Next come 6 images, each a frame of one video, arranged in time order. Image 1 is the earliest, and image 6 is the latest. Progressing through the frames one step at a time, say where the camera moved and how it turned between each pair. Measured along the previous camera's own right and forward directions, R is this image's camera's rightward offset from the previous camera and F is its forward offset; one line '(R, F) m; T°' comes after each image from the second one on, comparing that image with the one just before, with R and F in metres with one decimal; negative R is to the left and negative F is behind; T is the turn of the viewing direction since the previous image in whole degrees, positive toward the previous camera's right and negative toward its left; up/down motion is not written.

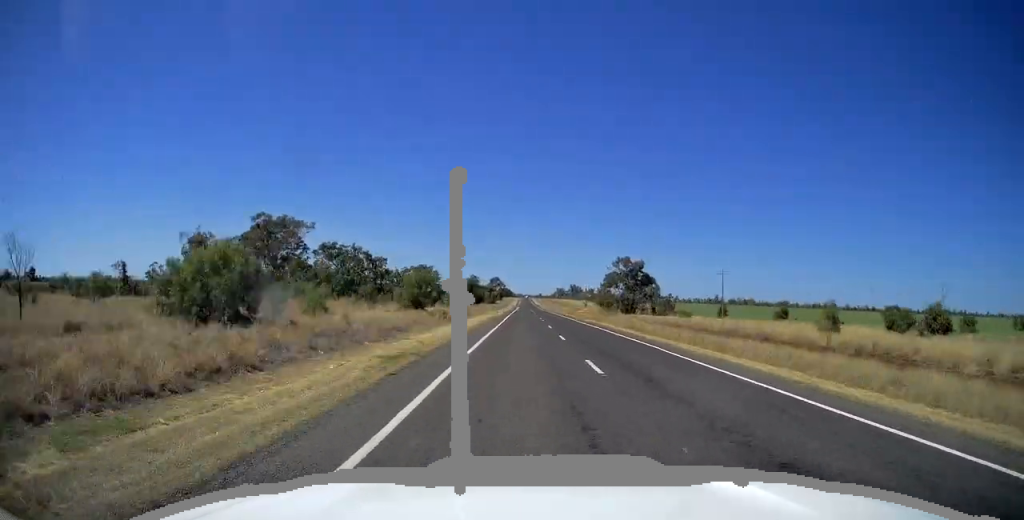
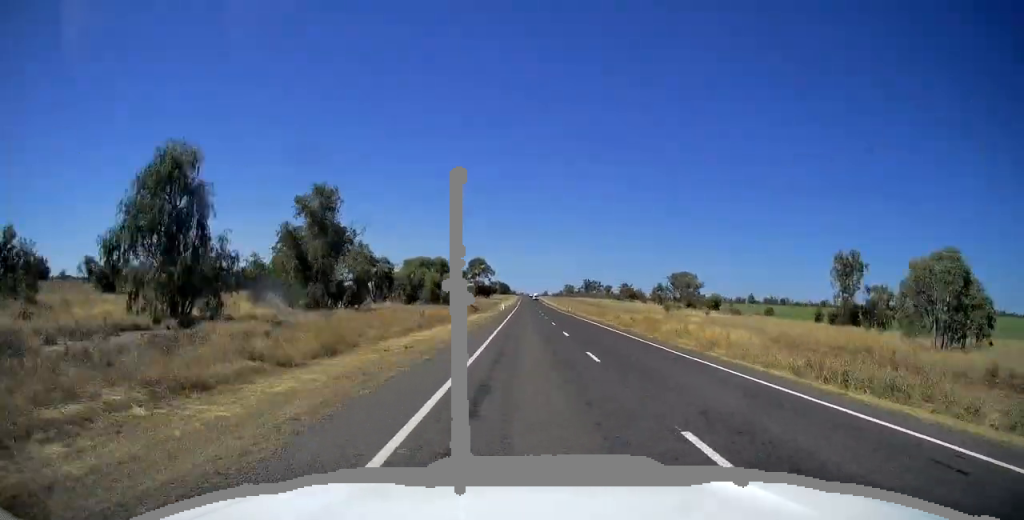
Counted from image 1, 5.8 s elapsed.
(-0.1, +162.2) m; 0°
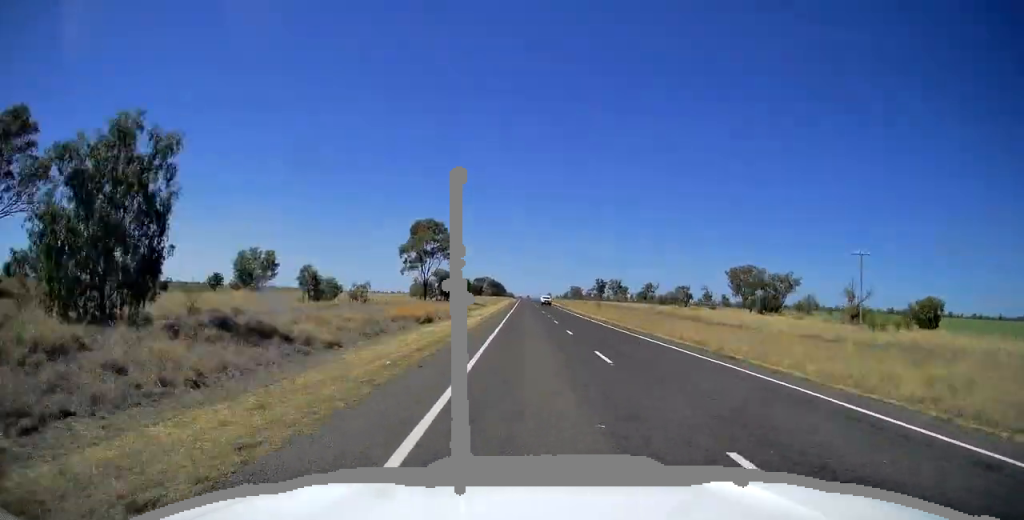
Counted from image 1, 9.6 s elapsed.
(0.0, +108.1) m; 0°
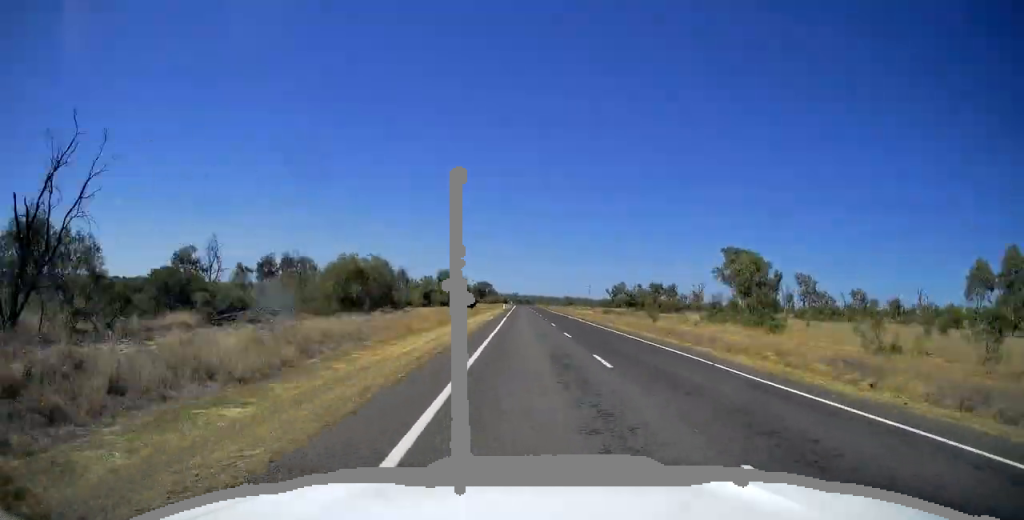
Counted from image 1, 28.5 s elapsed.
(+0.7, +532.1) m; 0°
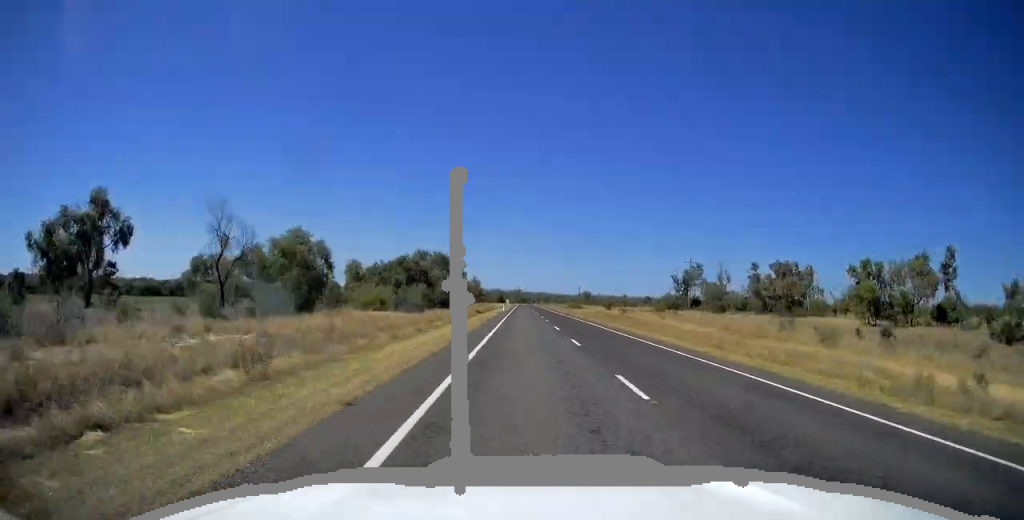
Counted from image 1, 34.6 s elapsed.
(+0.2, +171.6) m; 0°
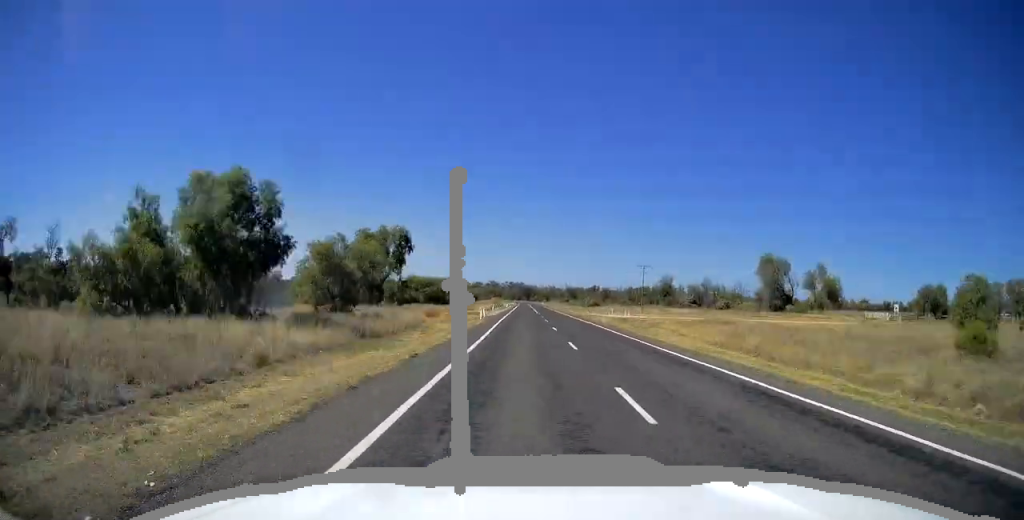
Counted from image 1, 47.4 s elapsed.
(-0.2, +361.2) m; -1°
